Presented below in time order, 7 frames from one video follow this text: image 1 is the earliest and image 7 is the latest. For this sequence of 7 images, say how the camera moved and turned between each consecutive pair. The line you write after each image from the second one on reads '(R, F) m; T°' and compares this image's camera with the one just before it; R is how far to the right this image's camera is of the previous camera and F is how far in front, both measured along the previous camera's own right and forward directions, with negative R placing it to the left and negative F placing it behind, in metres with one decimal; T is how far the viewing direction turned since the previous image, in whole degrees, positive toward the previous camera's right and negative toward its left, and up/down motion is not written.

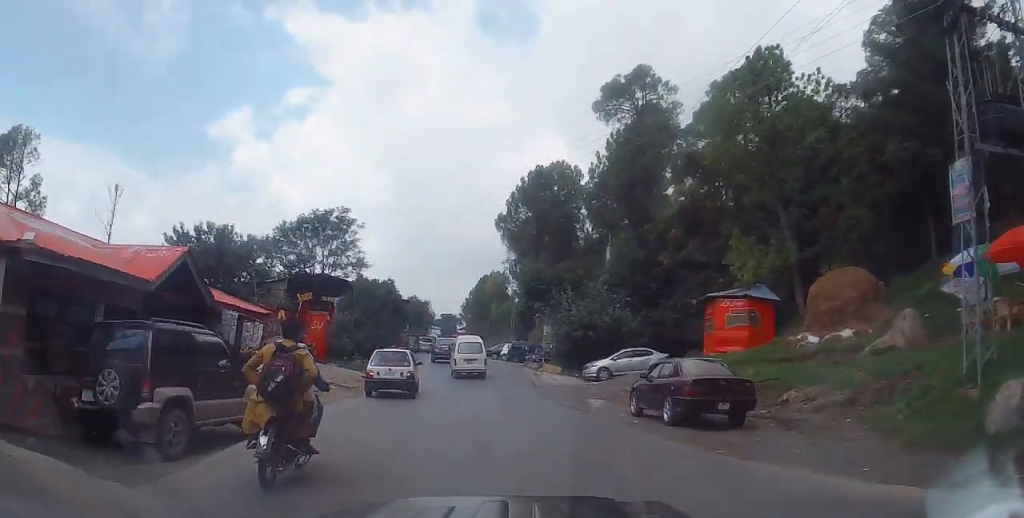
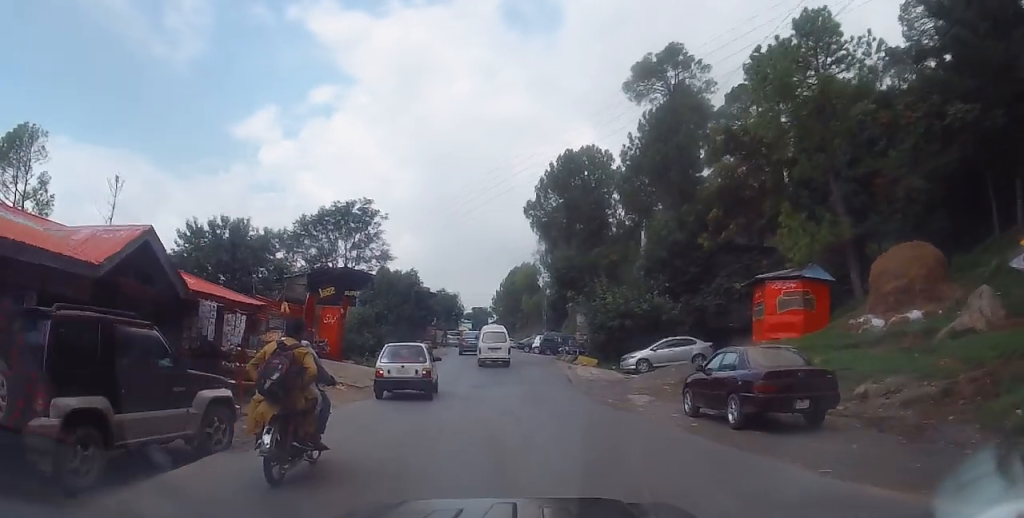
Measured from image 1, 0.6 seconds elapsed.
(-0.1, +2.5) m; -2°
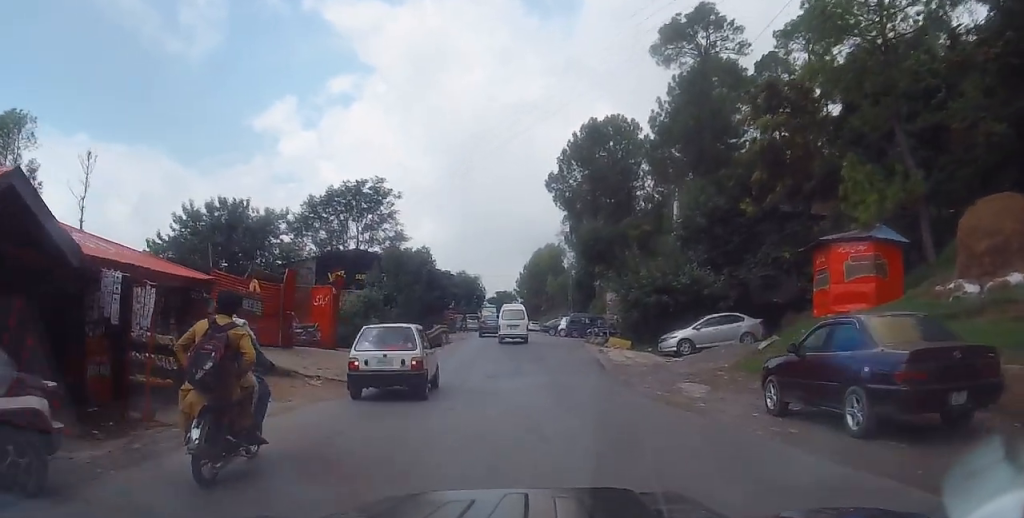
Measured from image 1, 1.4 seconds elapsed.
(0.0, +3.8) m; -1°
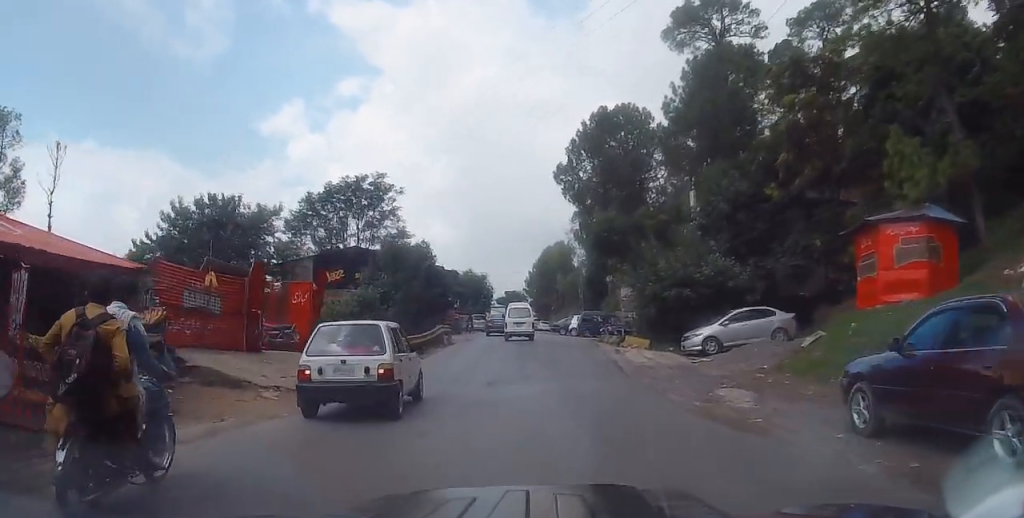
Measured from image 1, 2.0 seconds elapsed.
(0.0, +2.6) m; -3°
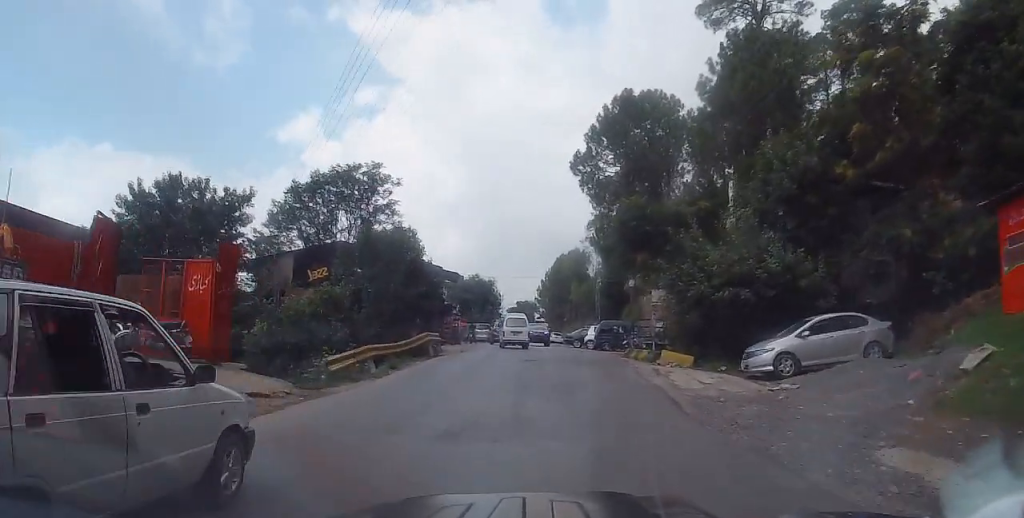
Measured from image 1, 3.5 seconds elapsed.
(-0.3, +6.4) m; -3°
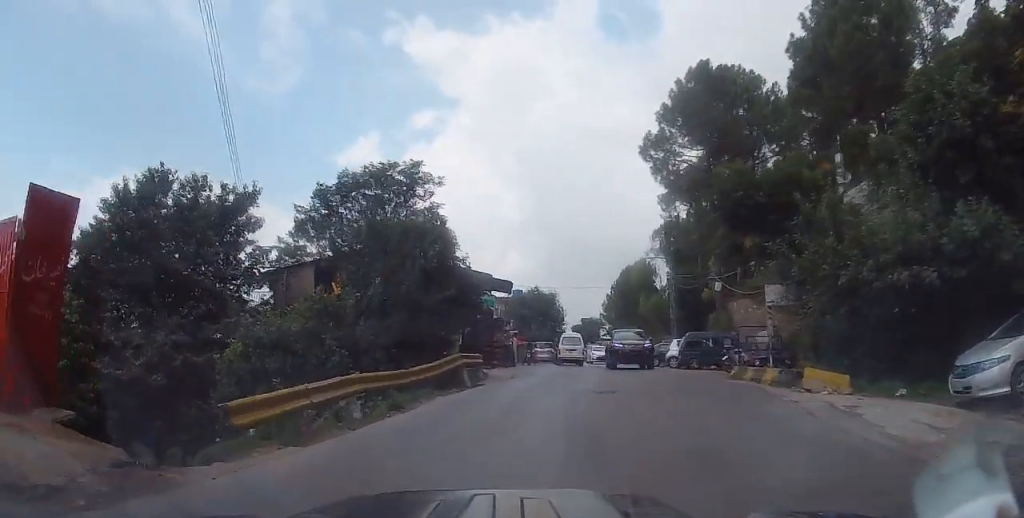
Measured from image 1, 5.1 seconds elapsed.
(-0.4, +7.1) m; -5°
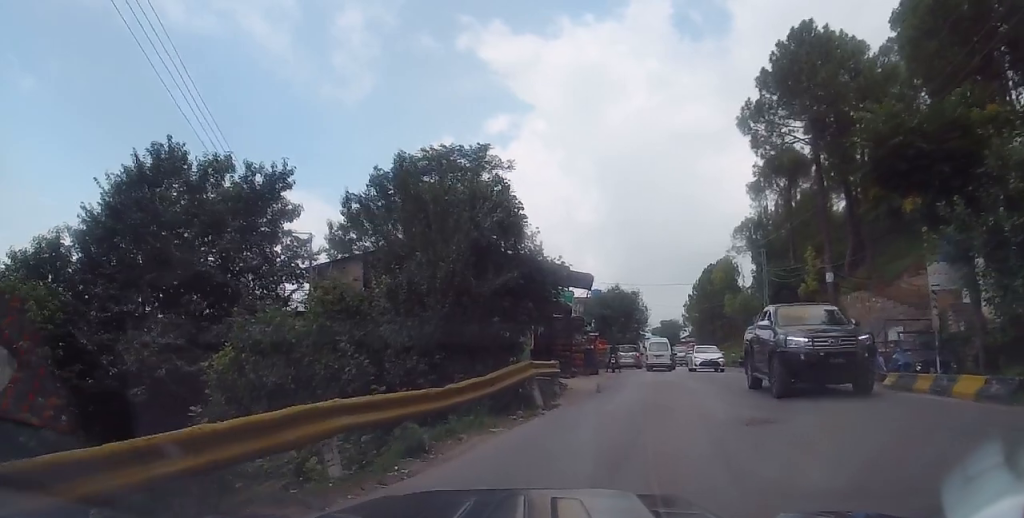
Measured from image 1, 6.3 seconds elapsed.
(+0.4, +5.2) m; -4°
